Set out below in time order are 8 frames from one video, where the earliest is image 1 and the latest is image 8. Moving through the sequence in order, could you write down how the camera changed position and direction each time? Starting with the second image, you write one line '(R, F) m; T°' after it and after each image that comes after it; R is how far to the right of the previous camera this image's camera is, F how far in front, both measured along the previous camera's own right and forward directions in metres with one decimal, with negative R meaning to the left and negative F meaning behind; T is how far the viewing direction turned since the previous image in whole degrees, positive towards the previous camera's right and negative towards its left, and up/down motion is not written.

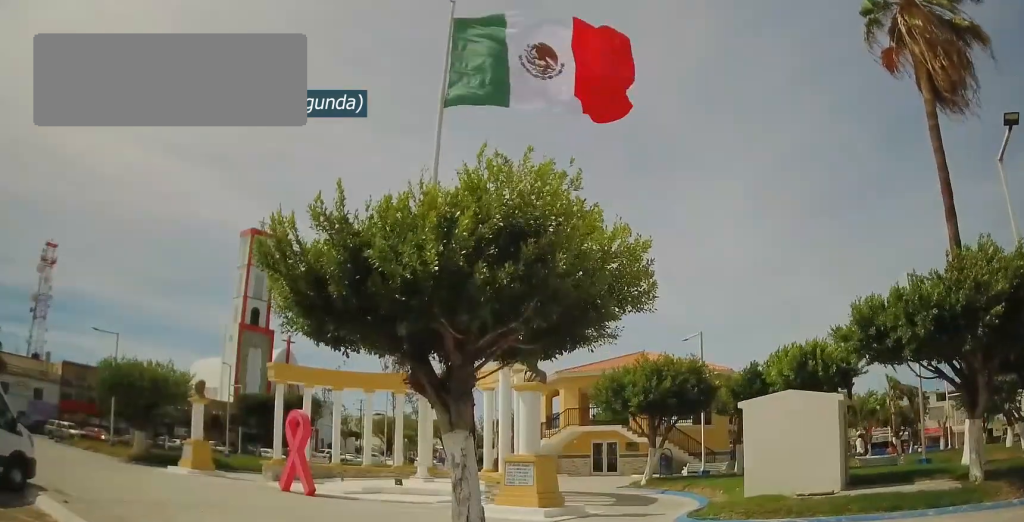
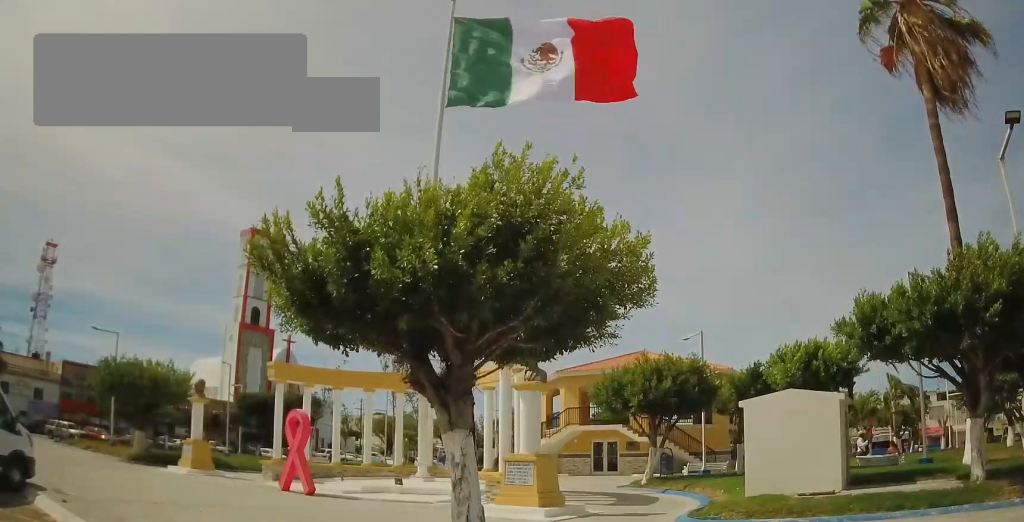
(0.0, 0.0) m; 0°
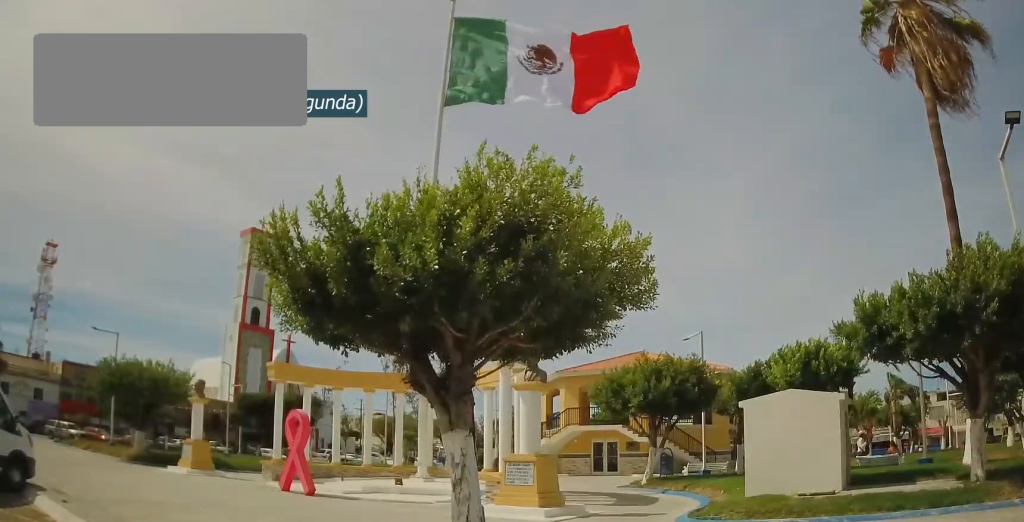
(0.0, 0.0) m; 0°
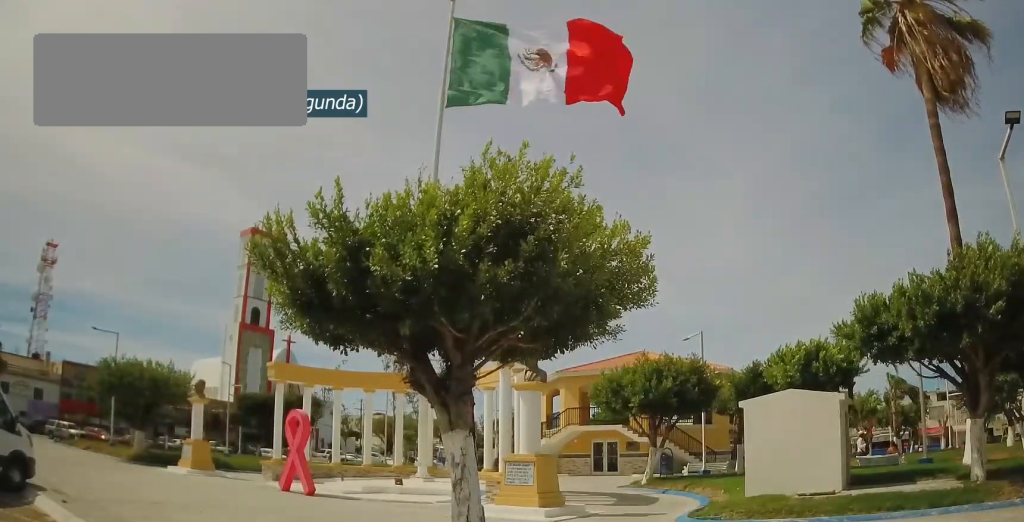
(0.0, 0.0) m; 0°
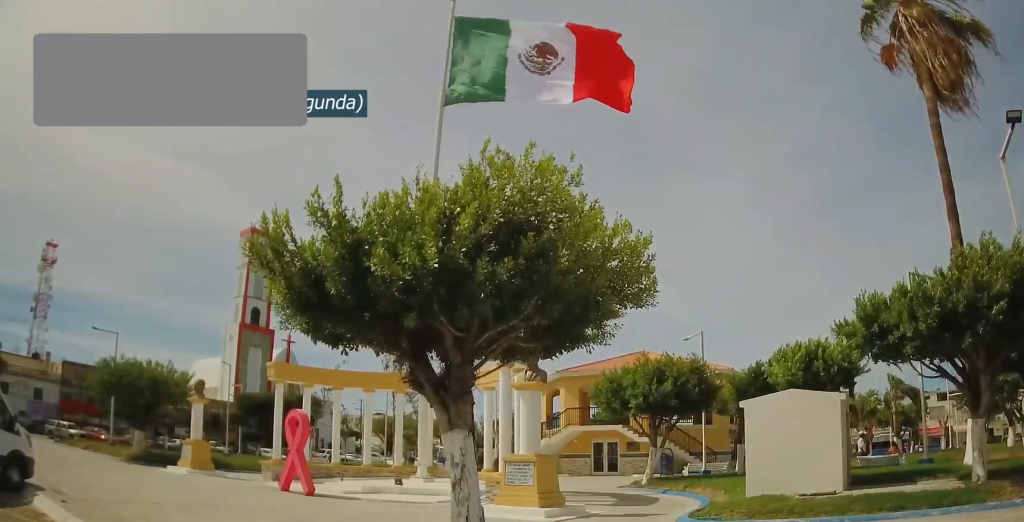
(0.0, 0.0) m; 0°
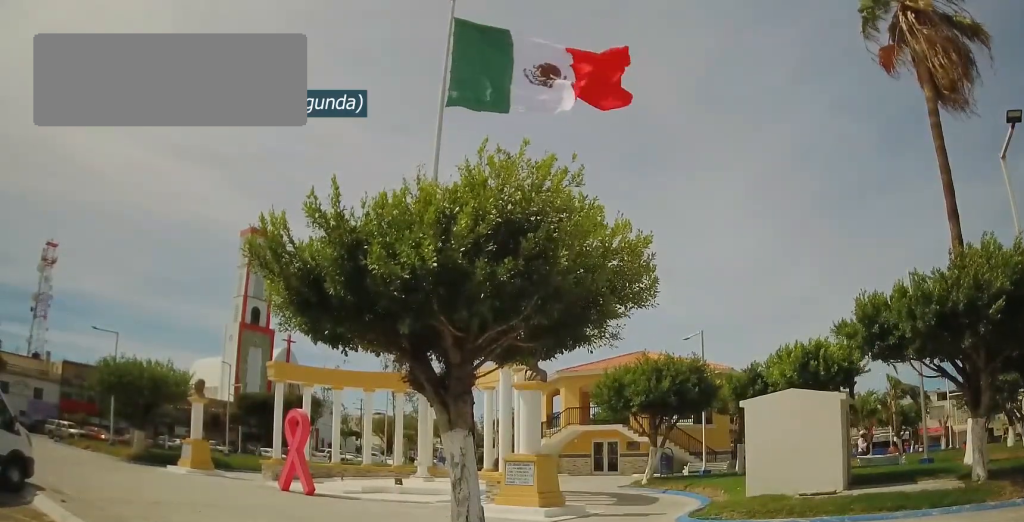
(0.0, 0.0) m; 0°
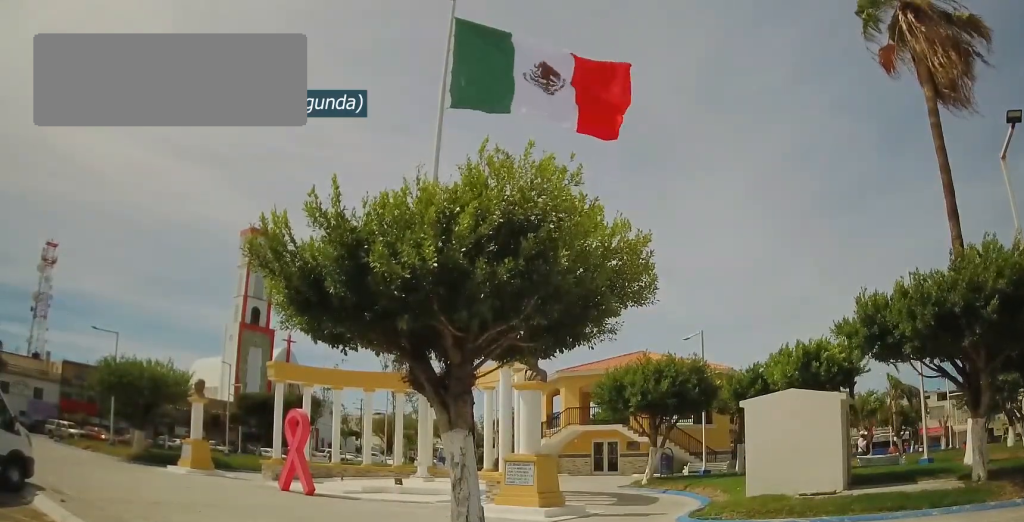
(0.0, 0.0) m; 0°
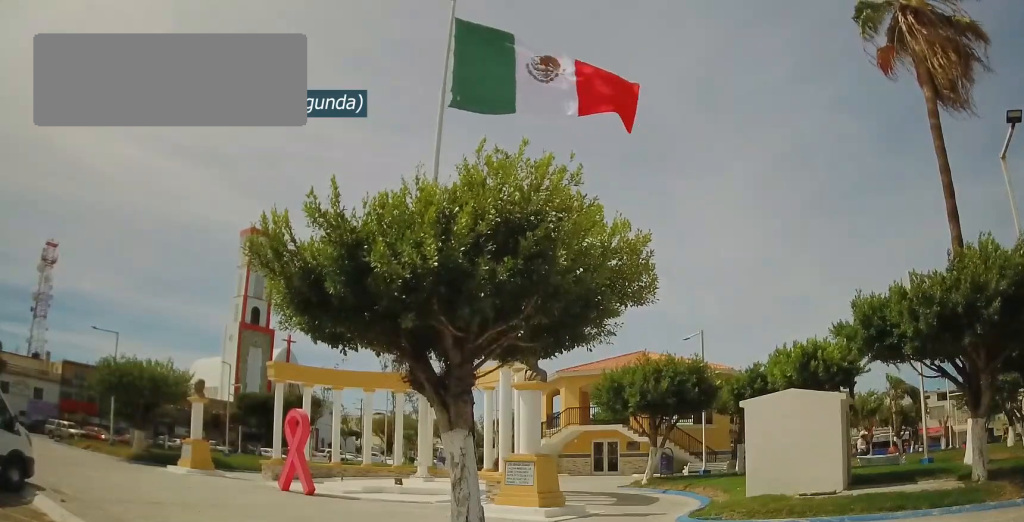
(0.0, 0.0) m; 0°
